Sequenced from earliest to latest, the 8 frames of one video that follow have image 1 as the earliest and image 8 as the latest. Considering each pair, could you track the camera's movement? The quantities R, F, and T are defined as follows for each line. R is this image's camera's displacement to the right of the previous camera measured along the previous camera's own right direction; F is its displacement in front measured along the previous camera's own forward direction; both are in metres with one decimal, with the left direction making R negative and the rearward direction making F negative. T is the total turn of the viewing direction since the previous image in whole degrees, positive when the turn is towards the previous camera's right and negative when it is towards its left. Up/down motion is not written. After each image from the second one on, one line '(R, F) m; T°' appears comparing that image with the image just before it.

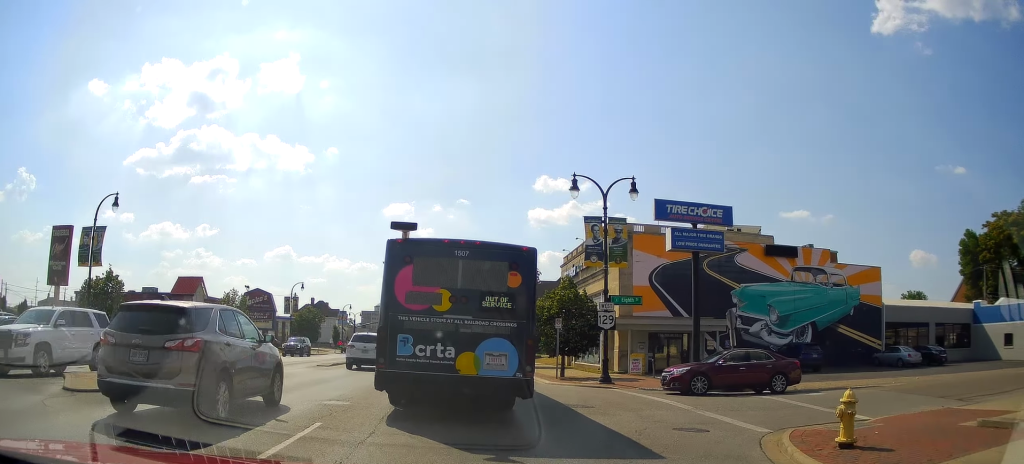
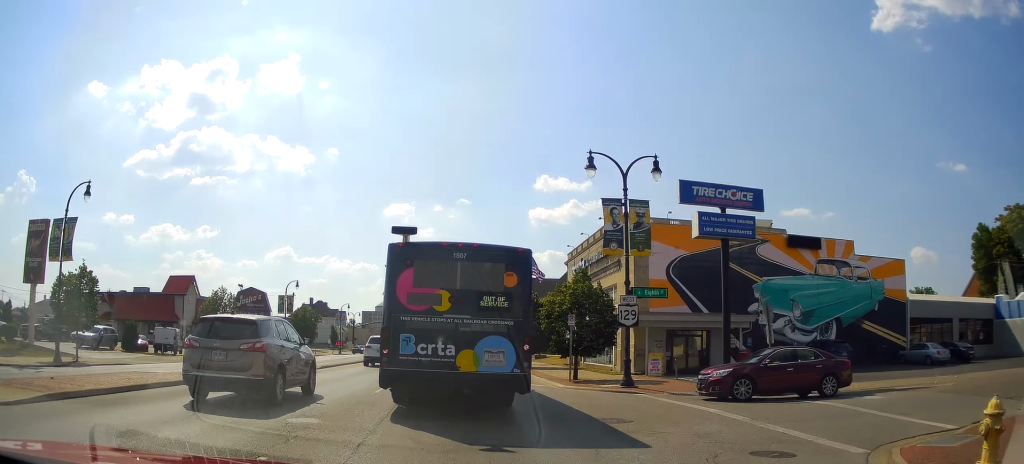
(-0.1, +3.5) m; -6°
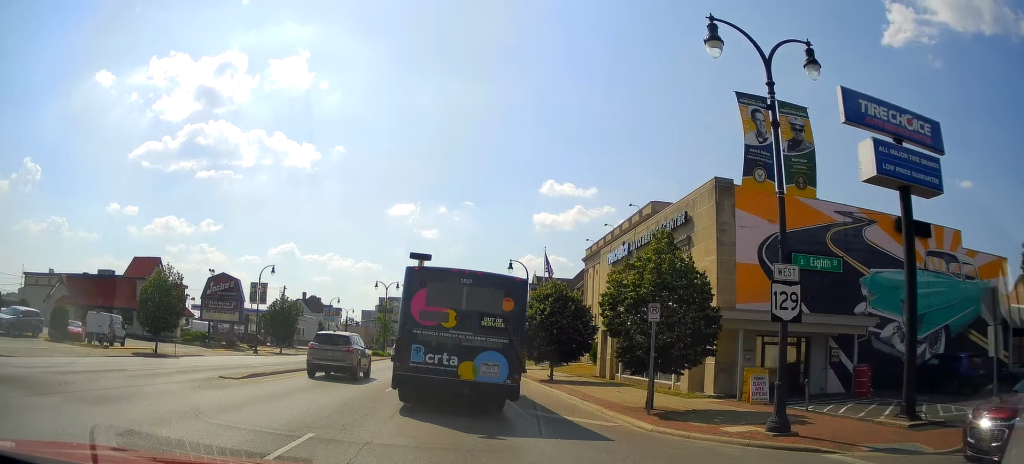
(-2.7, +12.7) m; -11°
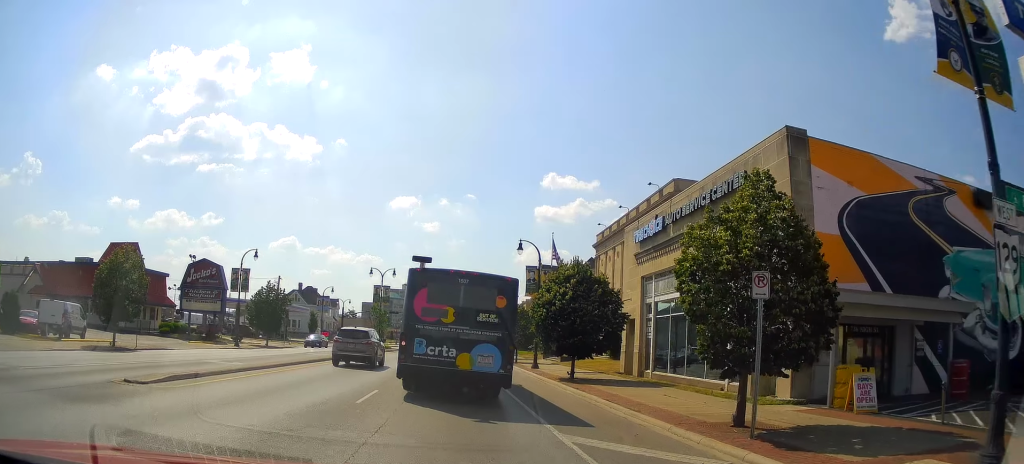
(+0.7, +6.3) m; +1°
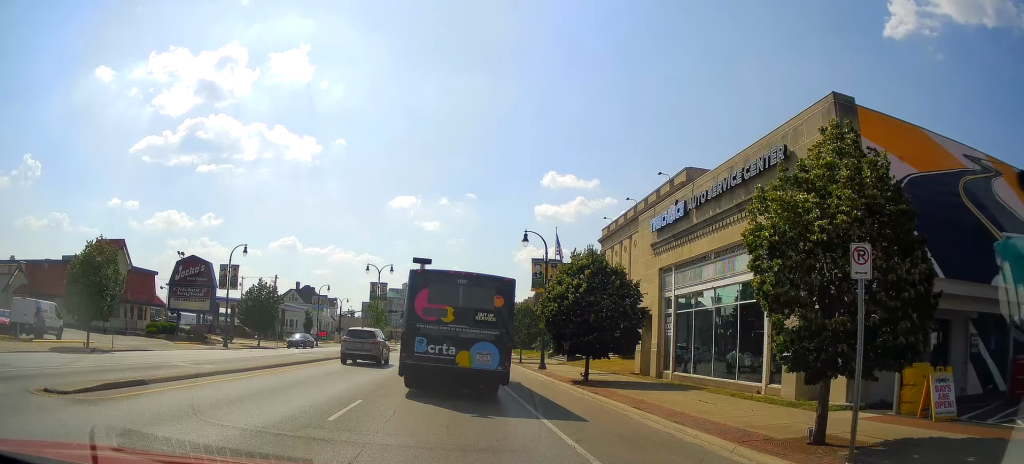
(+0.1, +3.0) m; -2°
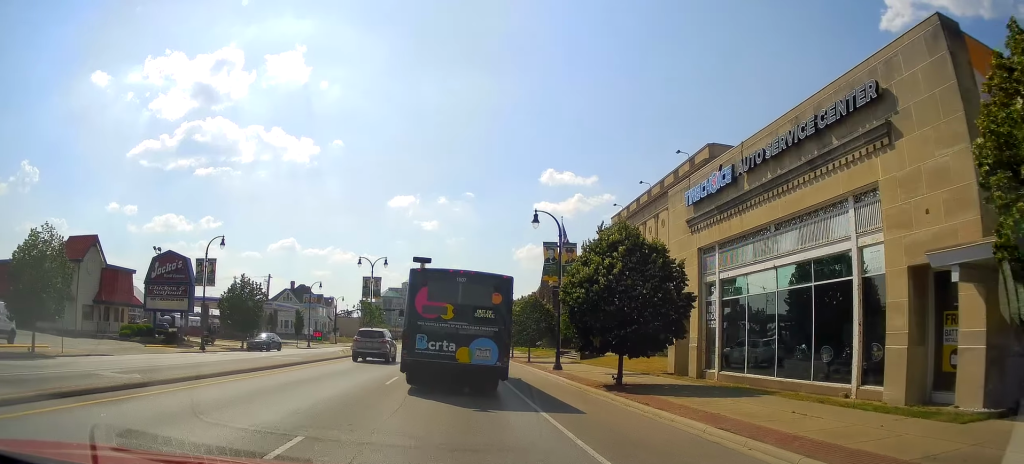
(-0.7, +5.1) m; -9°
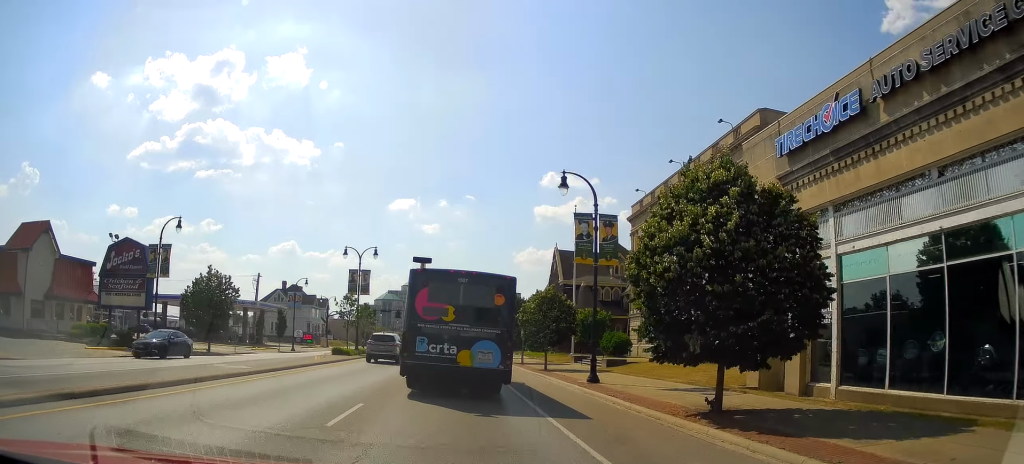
(-0.5, +7.9) m; 0°
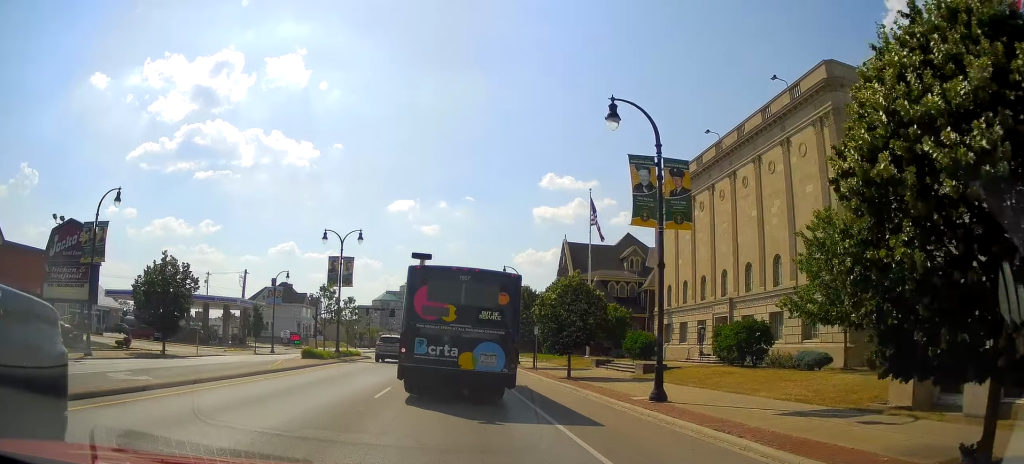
(+0.4, +7.6) m; 0°
